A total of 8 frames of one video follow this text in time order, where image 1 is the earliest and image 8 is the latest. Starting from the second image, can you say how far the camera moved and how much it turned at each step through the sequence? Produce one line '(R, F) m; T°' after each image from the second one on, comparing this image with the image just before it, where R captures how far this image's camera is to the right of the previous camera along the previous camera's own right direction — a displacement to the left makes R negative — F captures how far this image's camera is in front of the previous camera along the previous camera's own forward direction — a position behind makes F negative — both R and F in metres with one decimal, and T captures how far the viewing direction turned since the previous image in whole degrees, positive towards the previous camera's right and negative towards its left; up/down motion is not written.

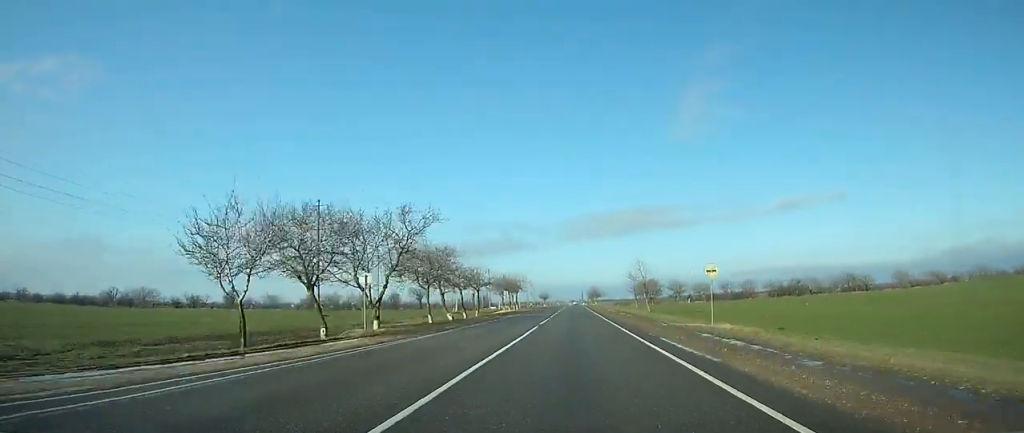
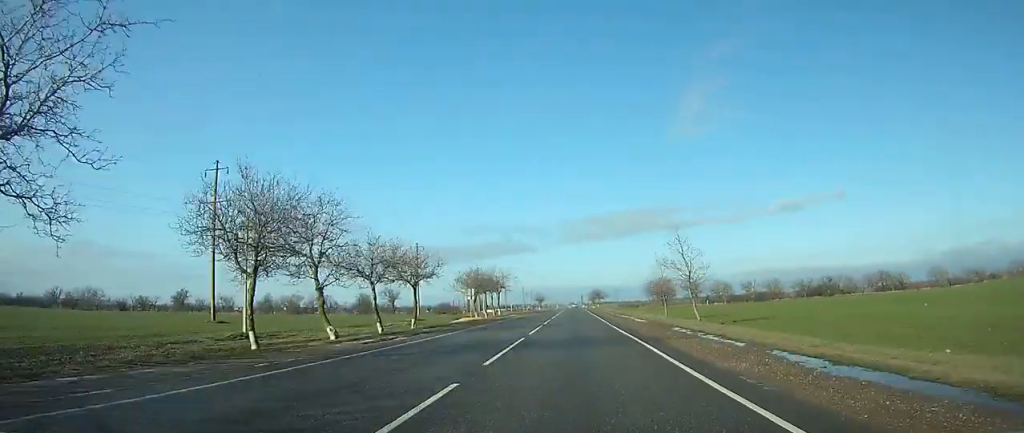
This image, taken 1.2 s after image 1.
(0.0, +31.2) m; 0°
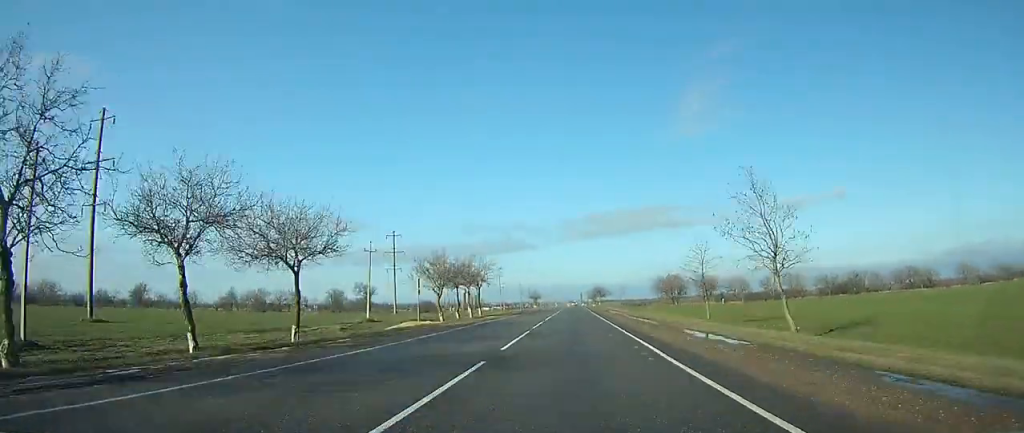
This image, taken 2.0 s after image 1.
(0.0, +20.8) m; 0°
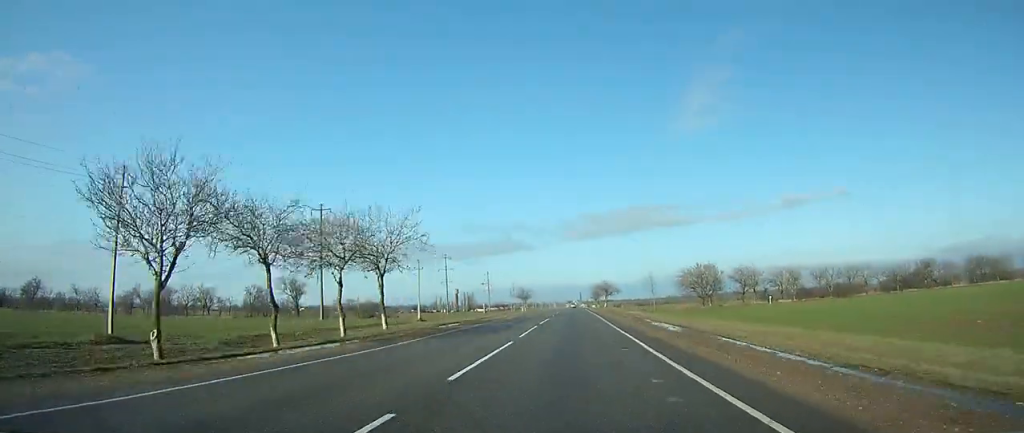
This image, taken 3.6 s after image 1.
(0.0, +41.7) m; 0°
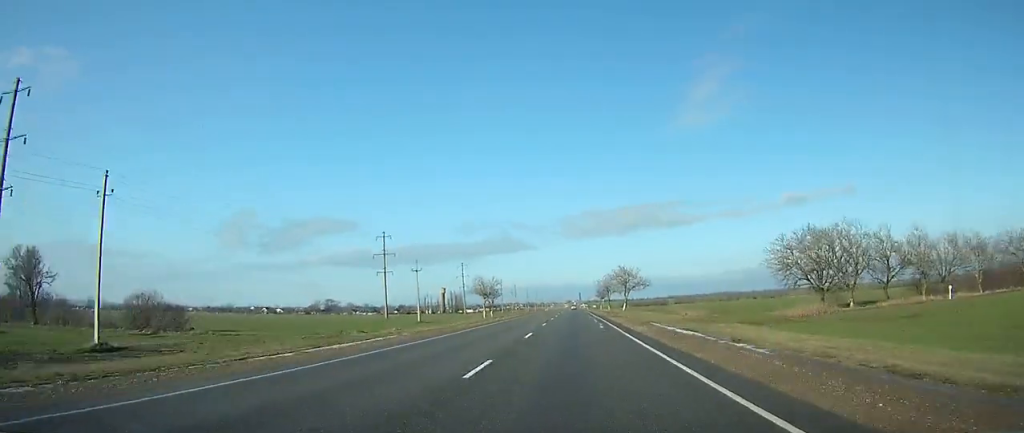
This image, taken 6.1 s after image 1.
(-0.1, +64.2) m; 0°
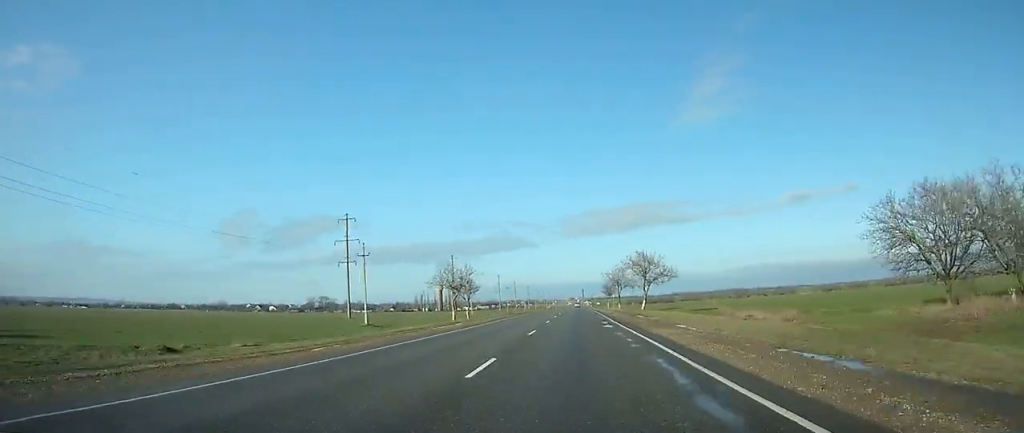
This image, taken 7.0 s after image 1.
(0.0, +24.3) m; 0°
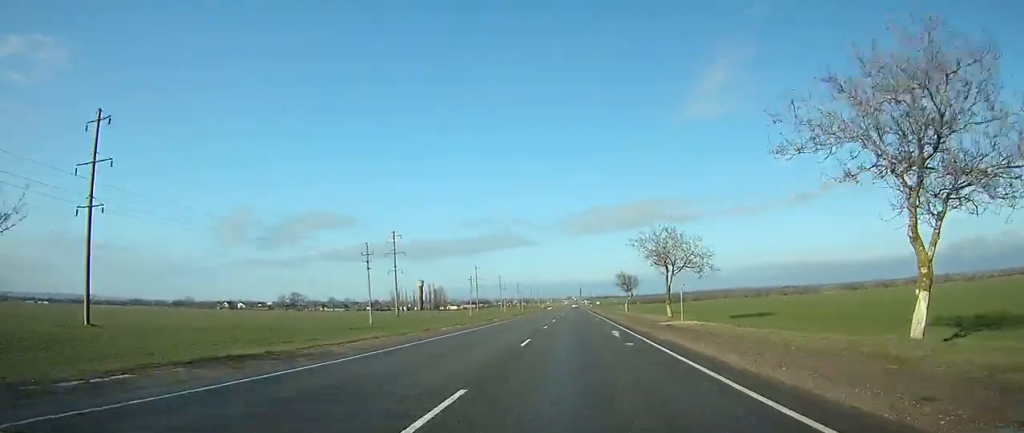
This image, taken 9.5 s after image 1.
(+0.1, +64.1) m; 0°
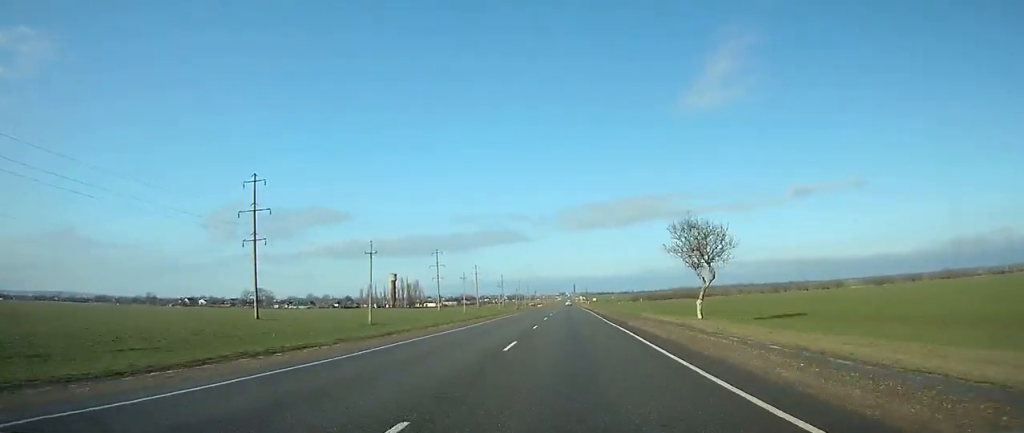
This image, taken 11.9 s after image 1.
(+0.2, +62.4) m; 0°
